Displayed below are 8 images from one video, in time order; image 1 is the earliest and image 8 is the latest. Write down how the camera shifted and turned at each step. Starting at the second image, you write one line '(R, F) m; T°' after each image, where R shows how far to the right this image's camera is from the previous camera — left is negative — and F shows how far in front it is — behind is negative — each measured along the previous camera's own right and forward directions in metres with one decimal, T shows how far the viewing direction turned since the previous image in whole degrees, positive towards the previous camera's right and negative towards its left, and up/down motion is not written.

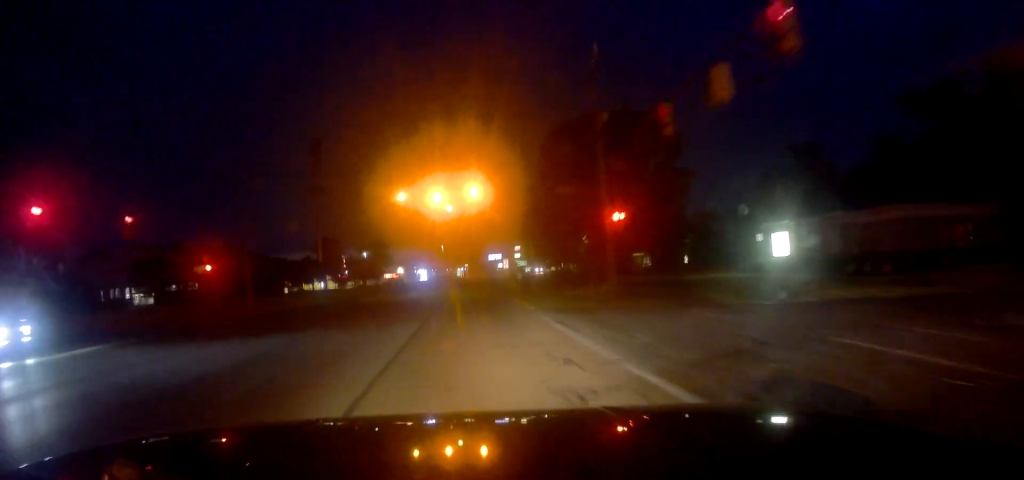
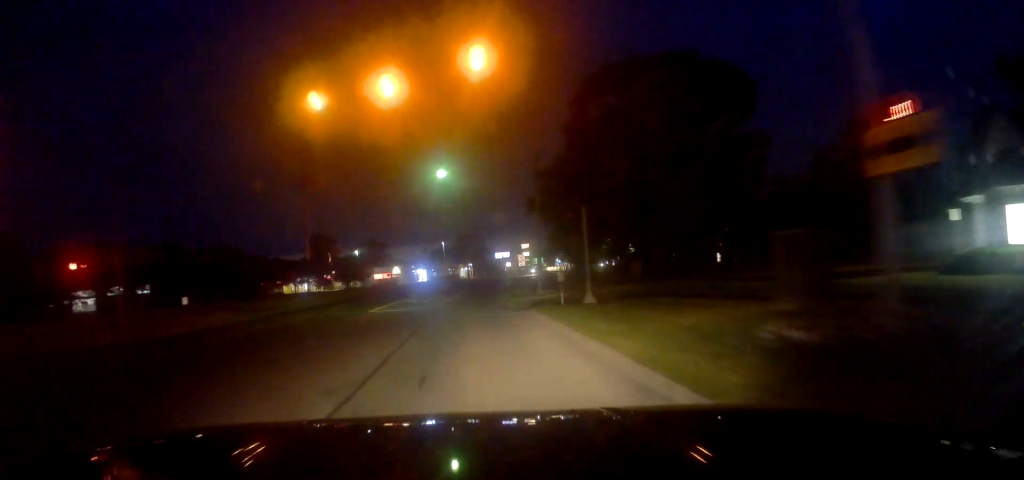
(-0.1, +18.8) m; -2°
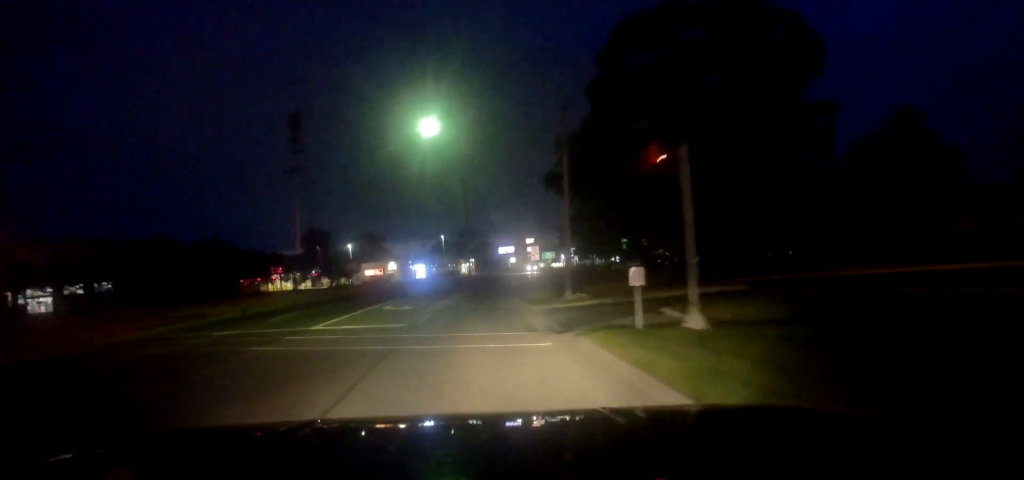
(-0.3, +10.9) m; -1°
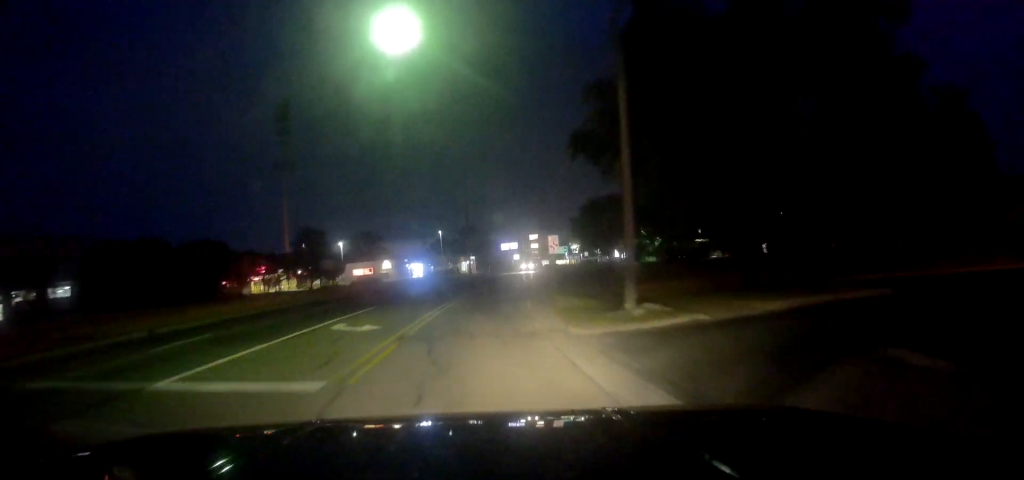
(+0.1, +10.6) m; 0°
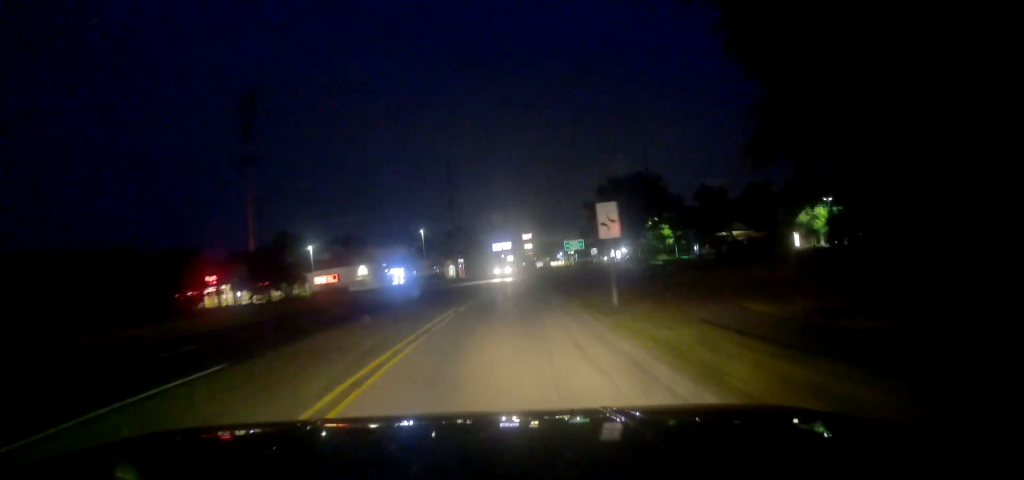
(+0.1, +16.9) m; +1°
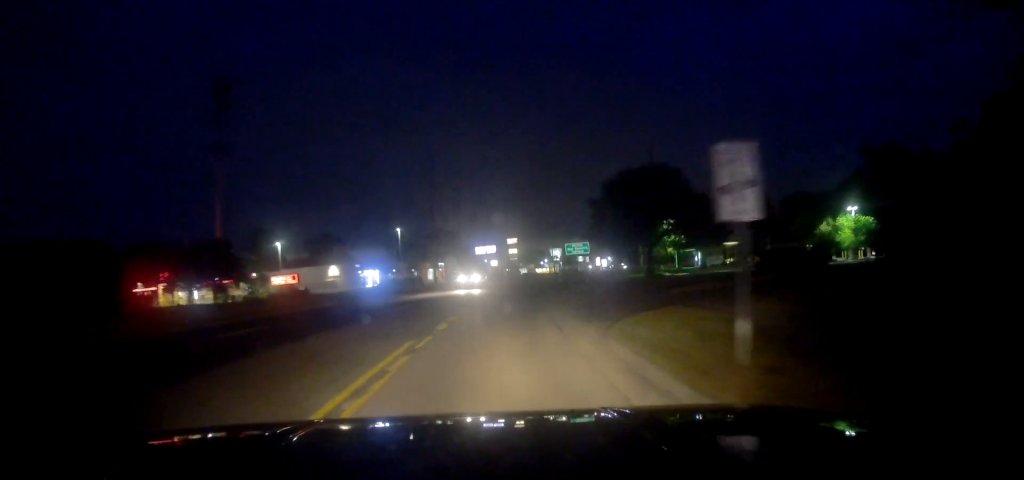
(-0.2, +9.8) m; +1°
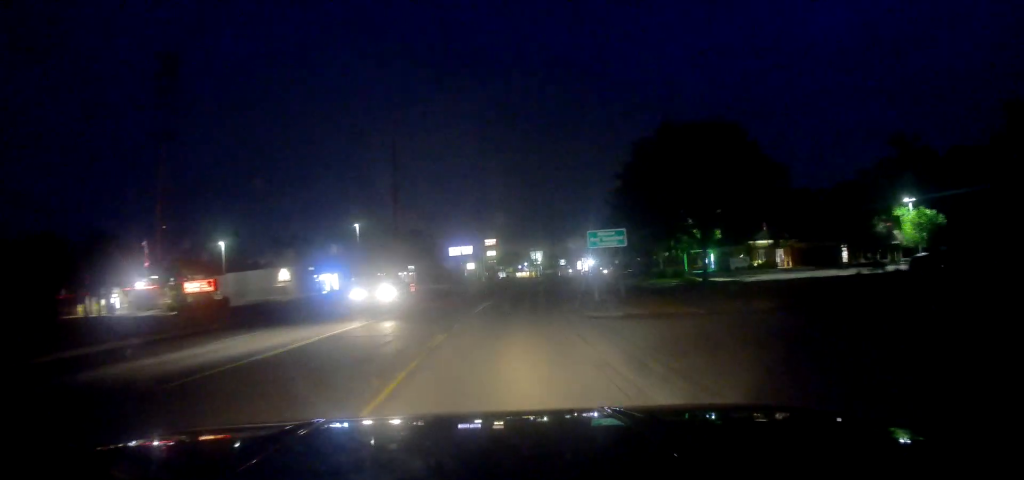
(+0.8, +15.8) m; +2°
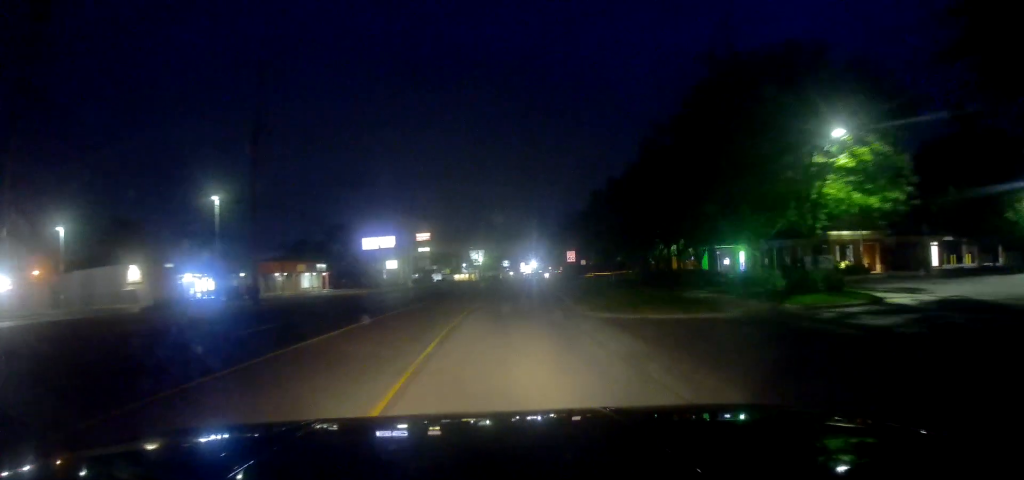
(+1.0, +29.0) m; +7°
